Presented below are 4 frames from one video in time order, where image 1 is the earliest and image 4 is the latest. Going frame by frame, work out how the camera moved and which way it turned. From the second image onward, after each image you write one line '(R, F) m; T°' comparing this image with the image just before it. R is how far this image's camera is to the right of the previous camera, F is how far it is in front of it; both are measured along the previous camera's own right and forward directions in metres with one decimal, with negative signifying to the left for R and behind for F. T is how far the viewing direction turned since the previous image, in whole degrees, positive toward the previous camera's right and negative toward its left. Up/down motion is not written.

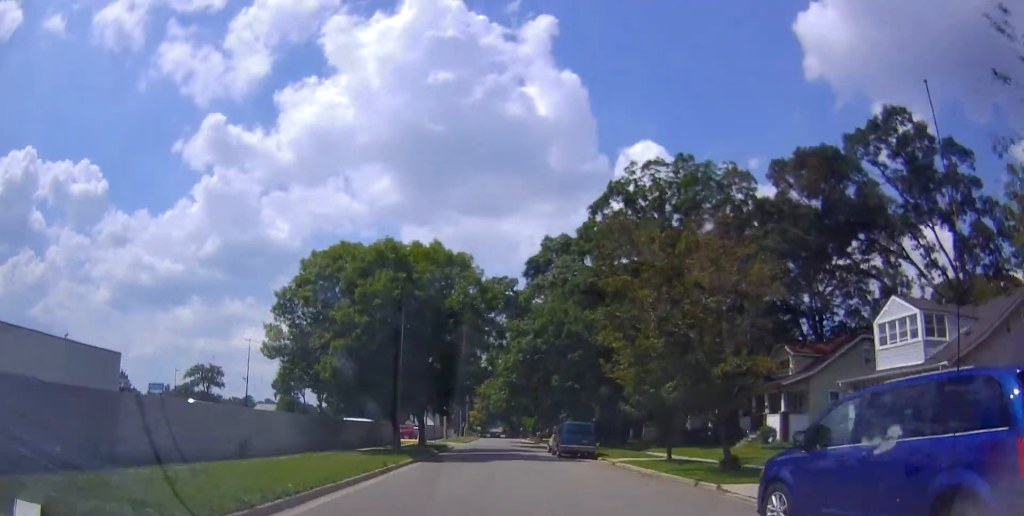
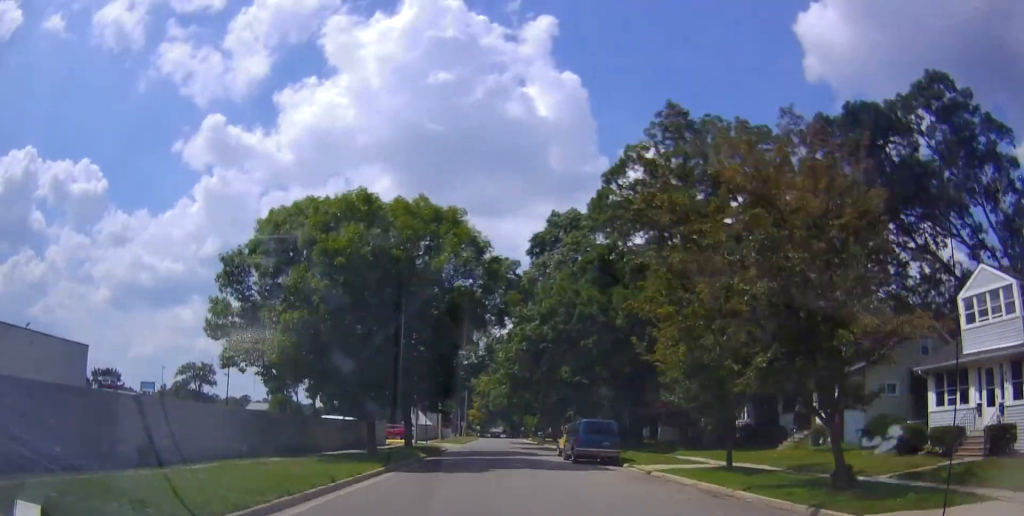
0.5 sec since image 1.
(0.0, +6.1) m; 0°
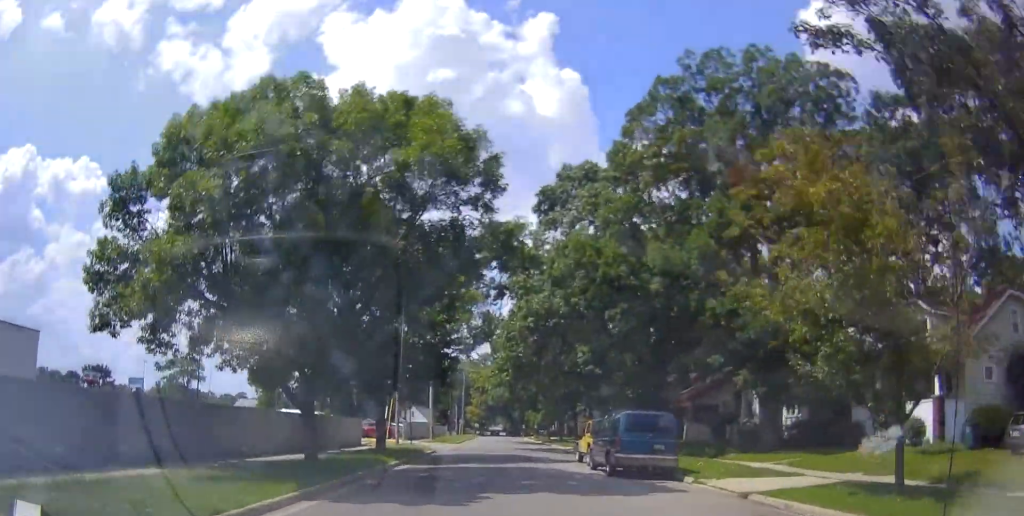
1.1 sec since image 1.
(0.0, +8.1) m; -1°
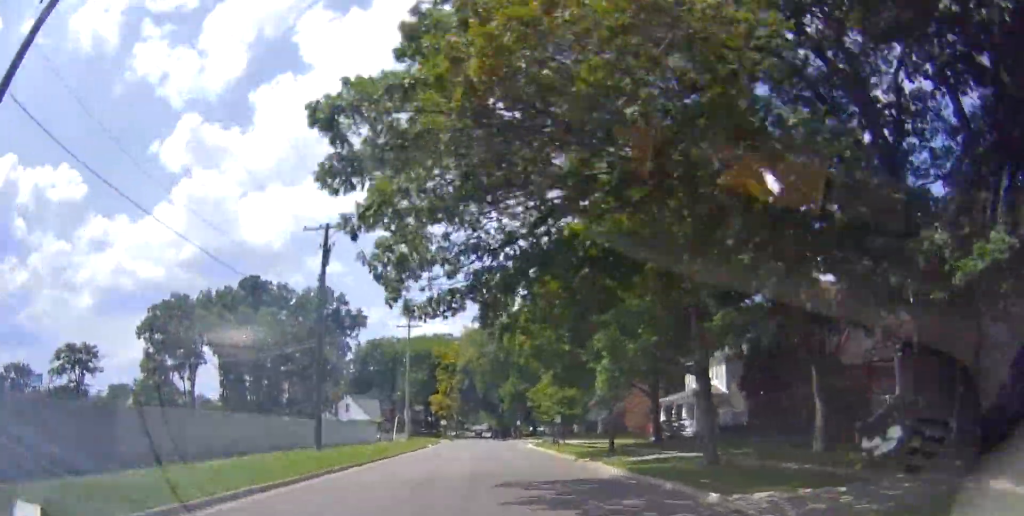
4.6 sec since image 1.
(0.0, +49.5) m; +3°
